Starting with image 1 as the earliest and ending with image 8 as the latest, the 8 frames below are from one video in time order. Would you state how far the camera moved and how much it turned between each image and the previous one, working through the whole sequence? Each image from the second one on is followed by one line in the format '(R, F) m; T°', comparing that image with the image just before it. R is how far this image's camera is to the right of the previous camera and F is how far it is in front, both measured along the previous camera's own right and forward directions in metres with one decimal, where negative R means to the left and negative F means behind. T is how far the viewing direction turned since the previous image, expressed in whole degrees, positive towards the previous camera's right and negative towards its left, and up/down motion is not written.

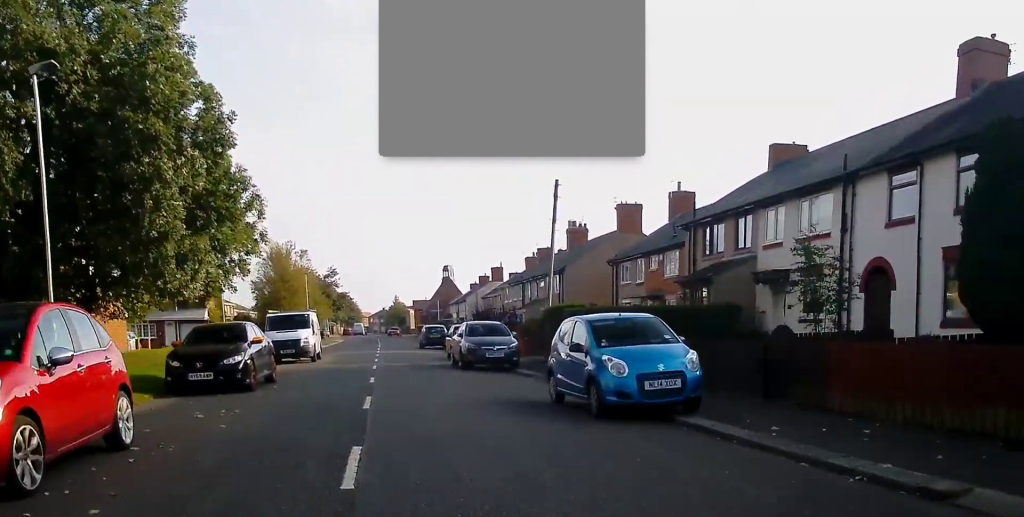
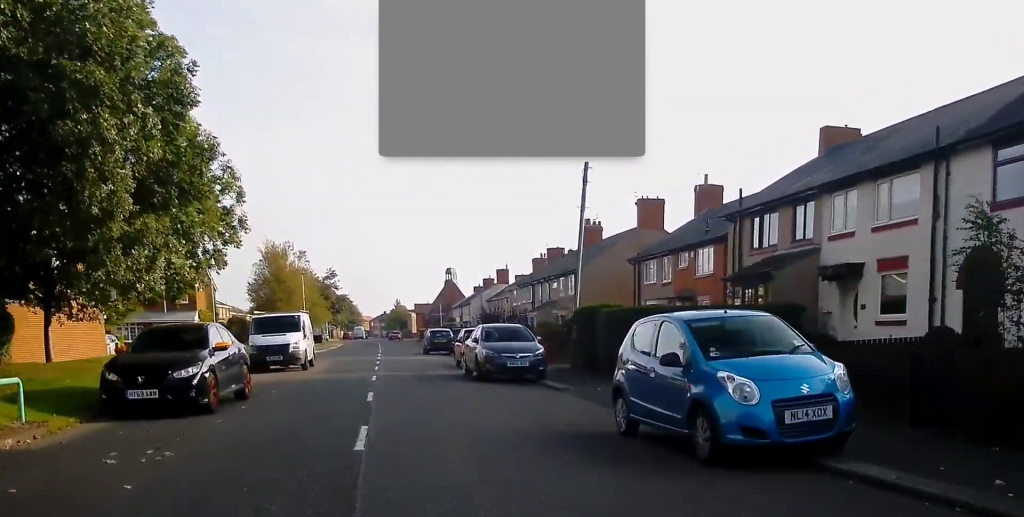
(+0.1, +3.9) m; +1°
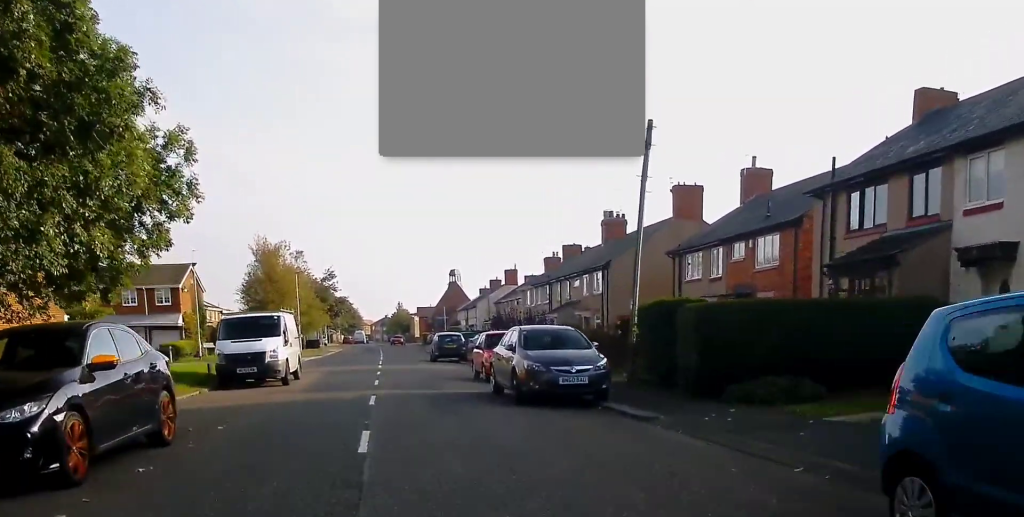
(+0.1, +5.6) m; 0°
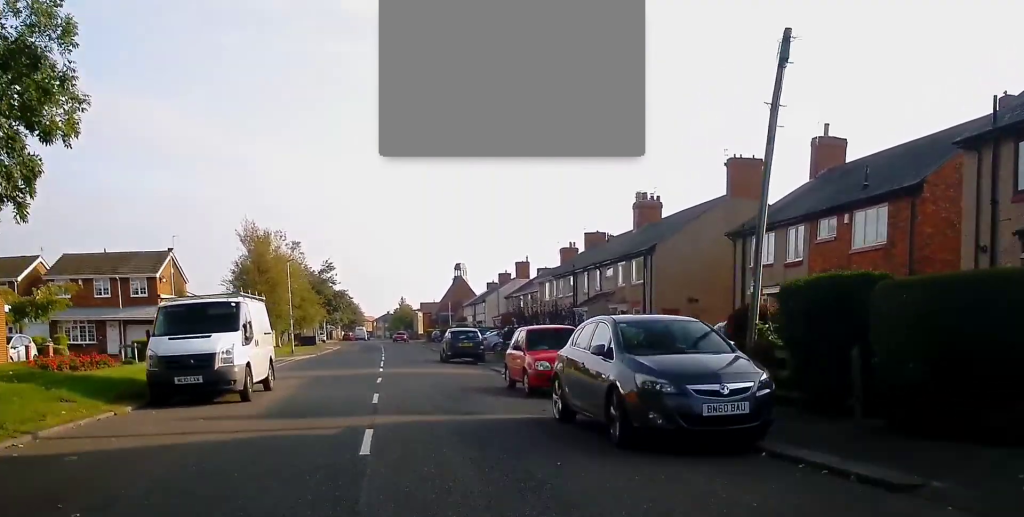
(0.0, +6.3) m; -1°
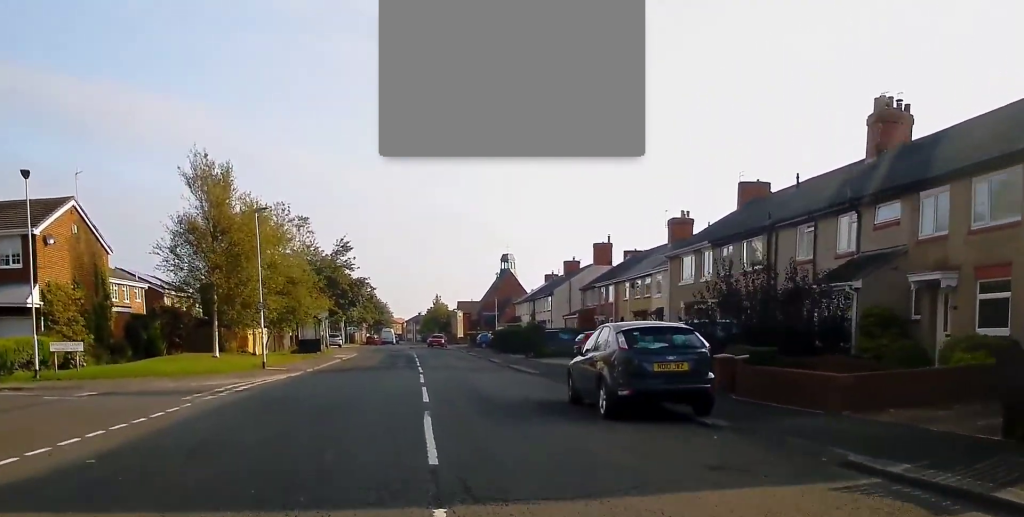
(-0.2, +22.1) m; -1°
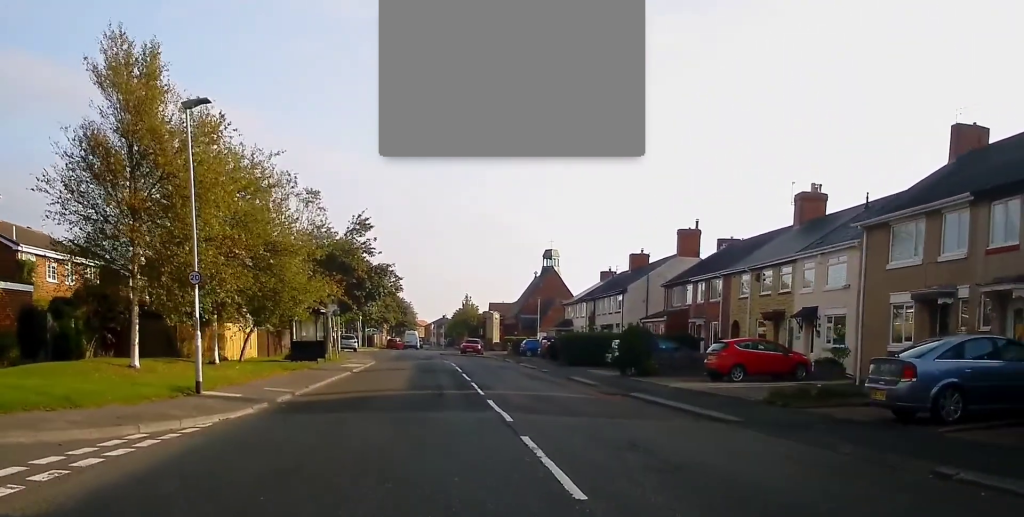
(-0.3, +14.2) m; -2°
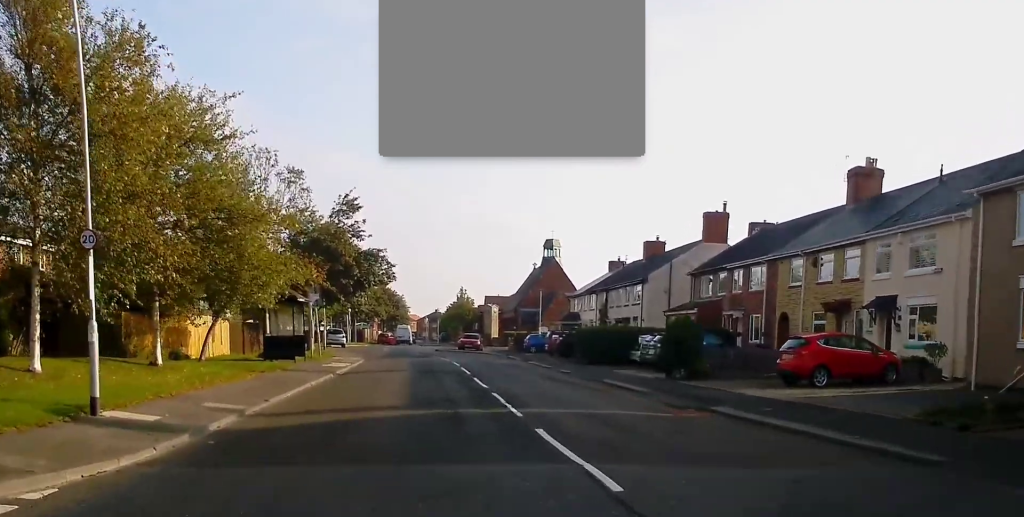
(0.0, +5.8) m; +1°
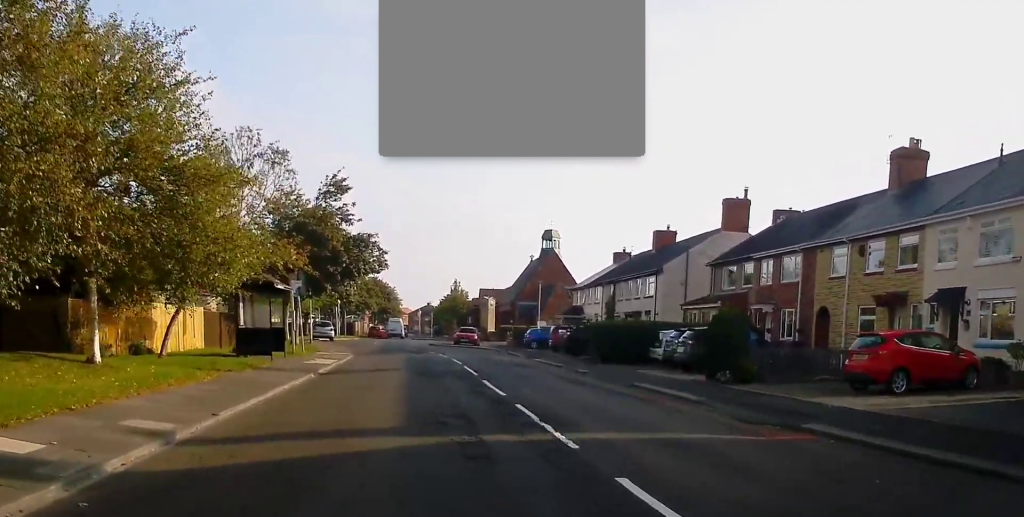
(+0.1, +3.9) m; +1°
